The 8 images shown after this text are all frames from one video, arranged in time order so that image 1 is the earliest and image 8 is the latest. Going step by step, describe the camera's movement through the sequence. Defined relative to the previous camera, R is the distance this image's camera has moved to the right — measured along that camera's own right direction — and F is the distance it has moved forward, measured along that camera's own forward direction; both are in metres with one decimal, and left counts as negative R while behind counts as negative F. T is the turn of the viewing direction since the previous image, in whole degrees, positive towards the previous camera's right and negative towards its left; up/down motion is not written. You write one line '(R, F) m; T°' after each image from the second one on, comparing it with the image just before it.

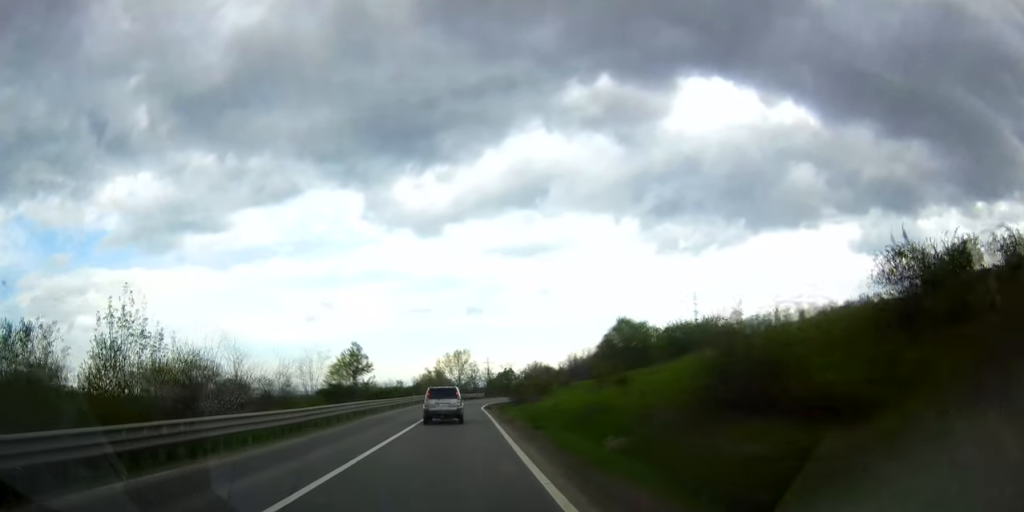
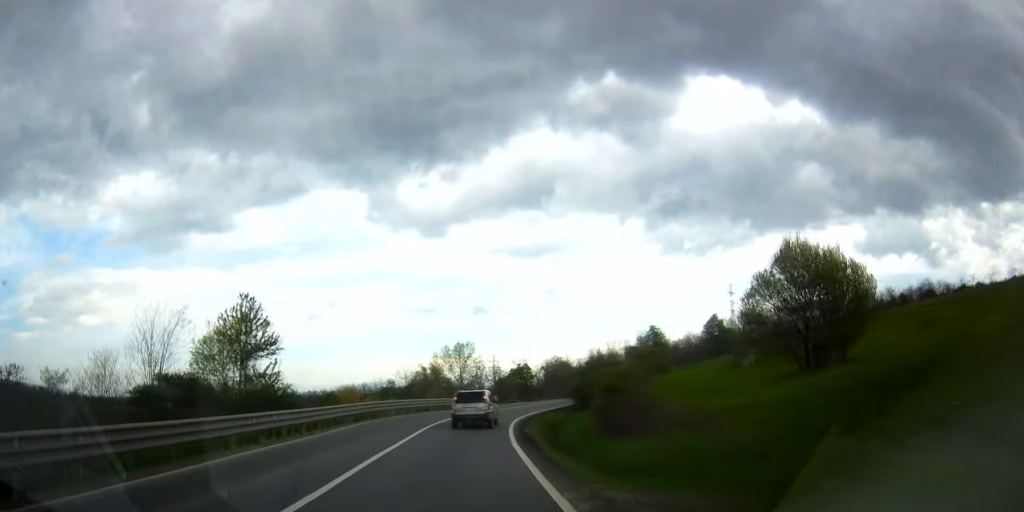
(+0.8, +36.8) m; +2°
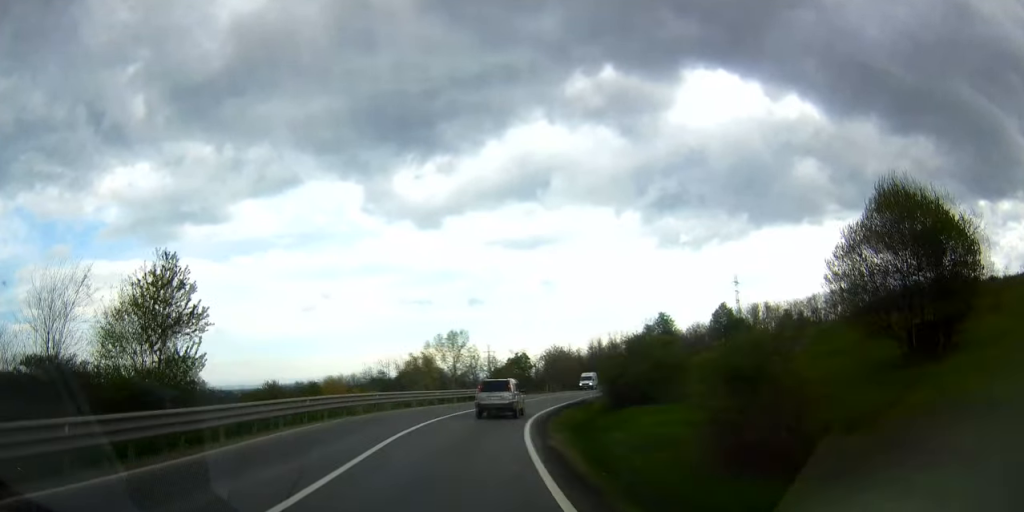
(+0.3, +9.8) m; 0°
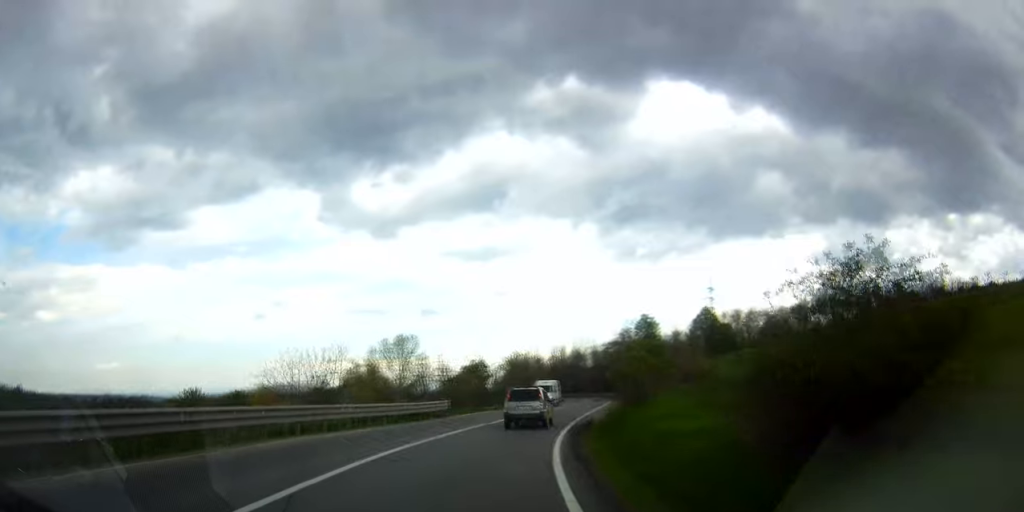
(-0.8, +17.0) m; -2°
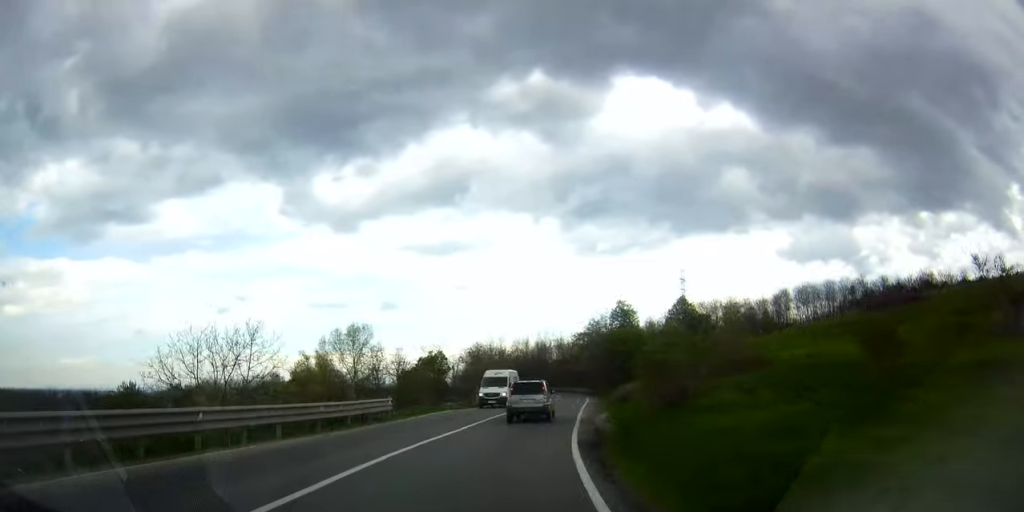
(0.0, +9.7) m; +2°
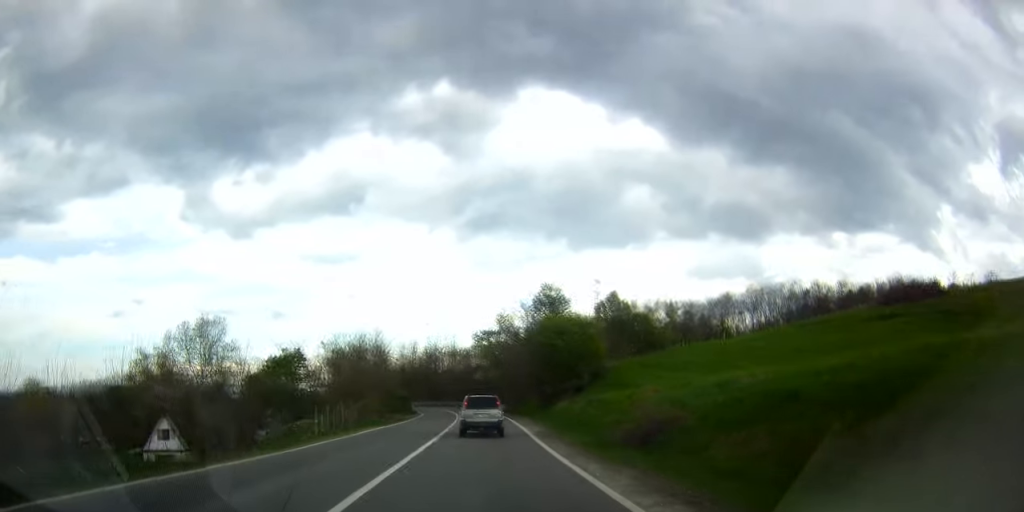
(+1.3, +26.1) m; +6°
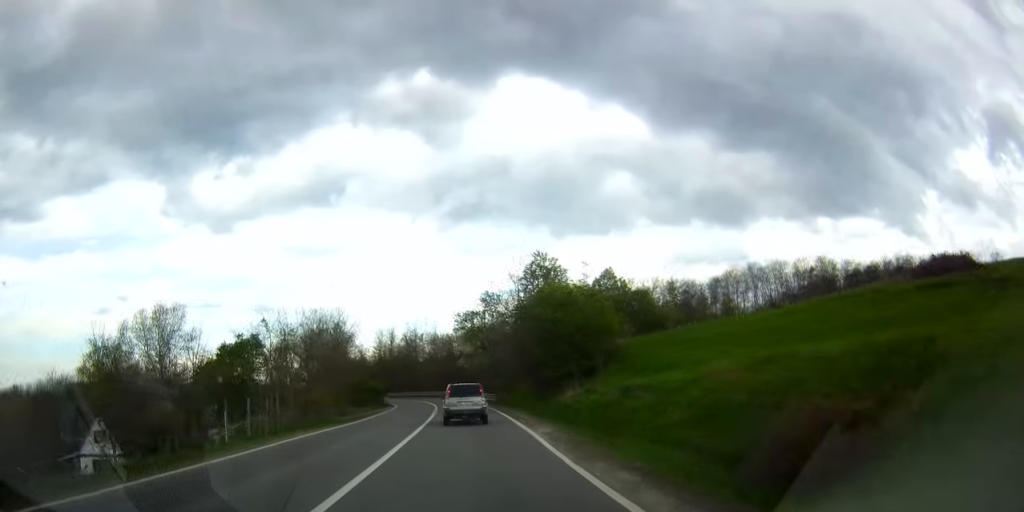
(+0.2, +10.0) m; +2°
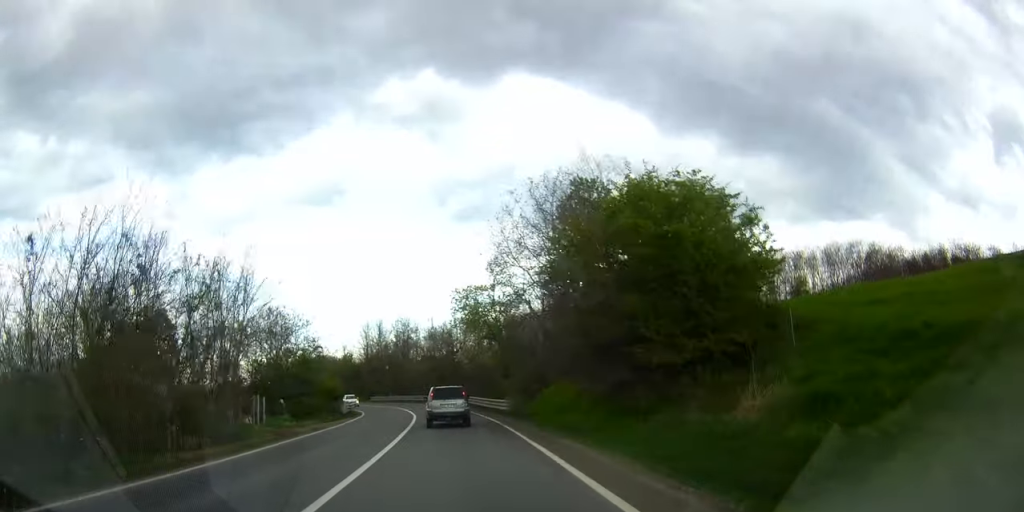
(+0.7, +21.9) m; +4°
